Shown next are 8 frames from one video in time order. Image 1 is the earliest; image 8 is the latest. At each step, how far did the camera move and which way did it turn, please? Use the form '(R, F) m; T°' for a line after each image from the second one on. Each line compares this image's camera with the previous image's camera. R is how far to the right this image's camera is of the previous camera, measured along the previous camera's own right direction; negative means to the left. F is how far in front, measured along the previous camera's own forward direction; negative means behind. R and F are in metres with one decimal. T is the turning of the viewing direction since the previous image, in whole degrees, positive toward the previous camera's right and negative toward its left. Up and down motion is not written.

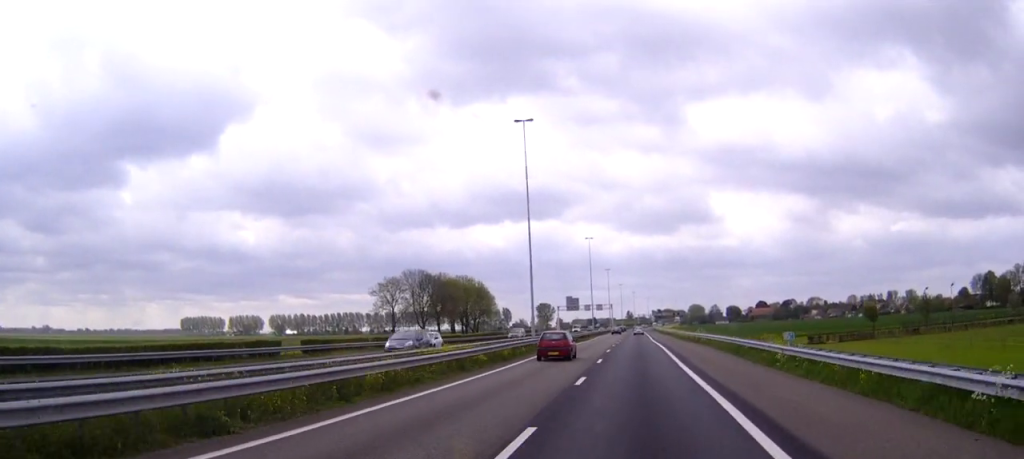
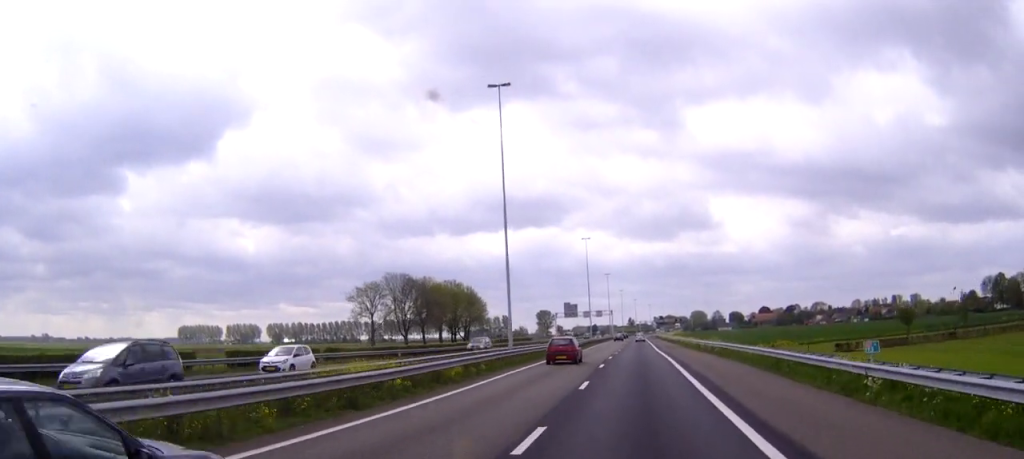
(0.0, +10.9) m; 0°
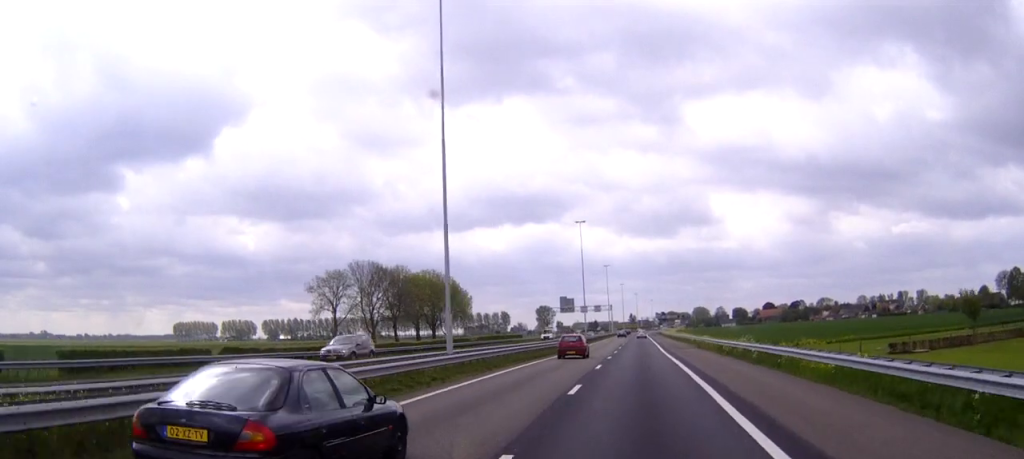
(0.0, +15.6) m; 0°
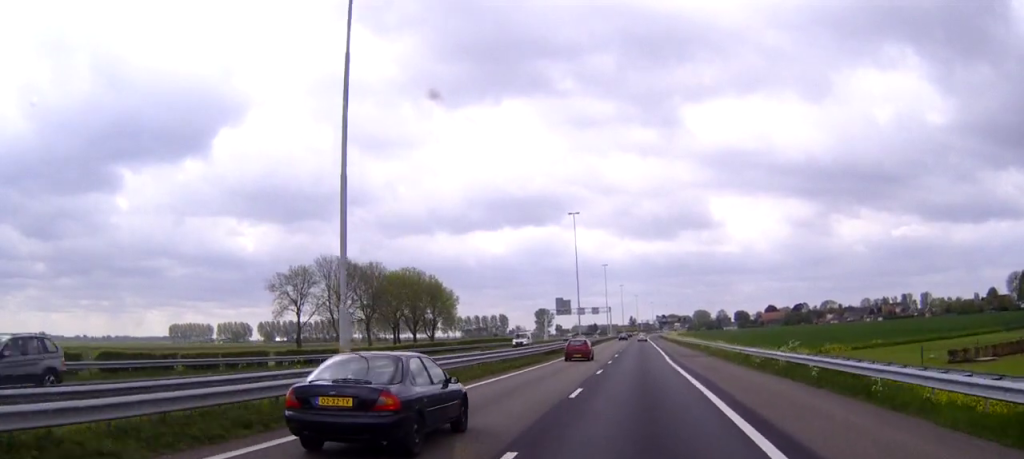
(0.0, +11.7) m; 0°
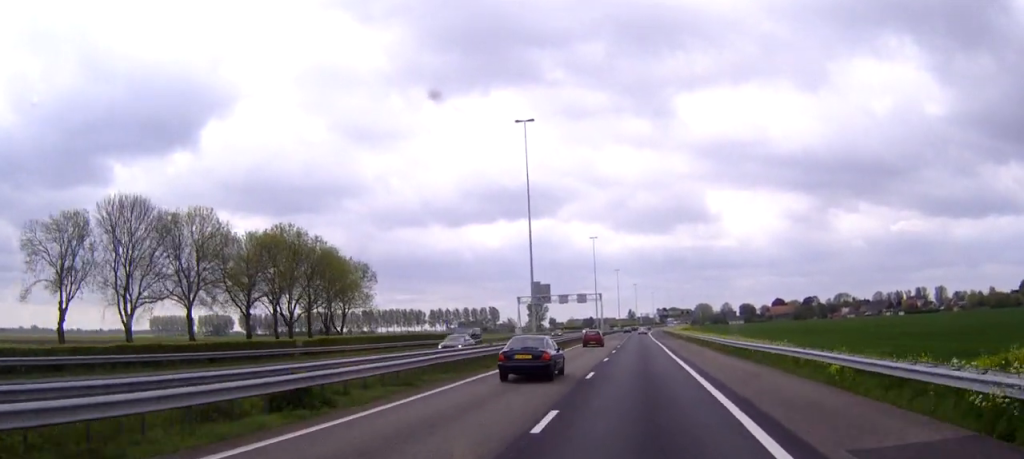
(-0.2, +43.1) m; 0°
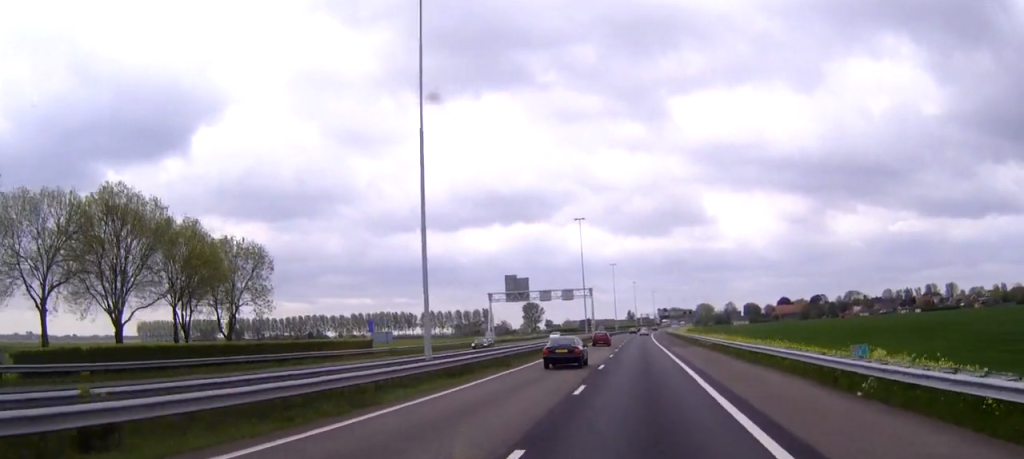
(+0.1, +28.6) m; 0°
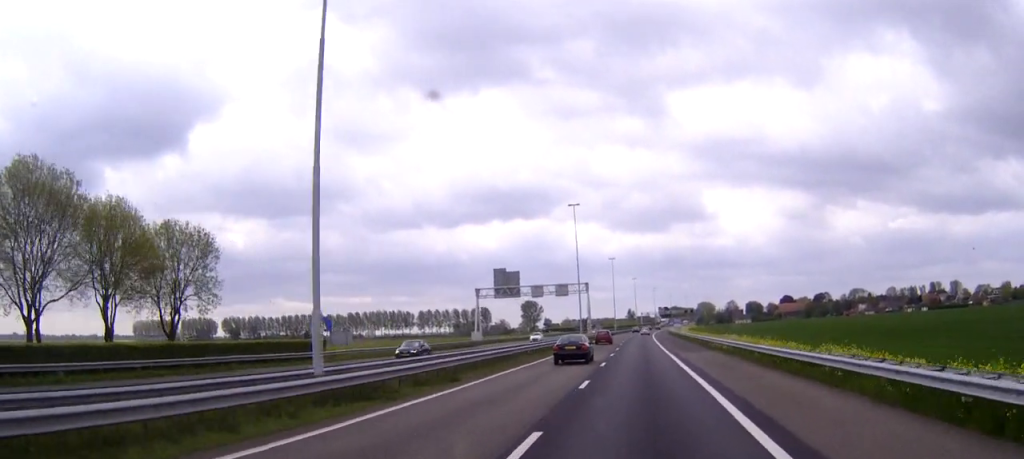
(-0.1, +10.0) m; 0°
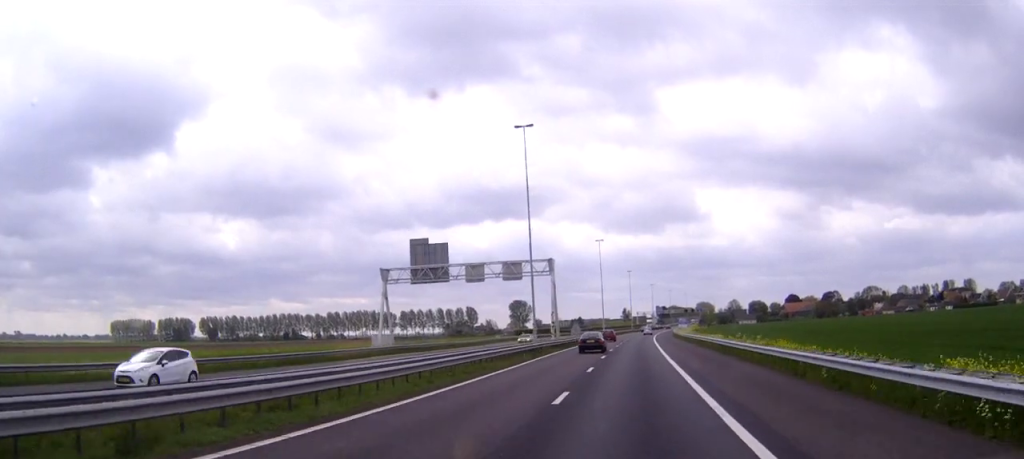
(+0.1, +40.0) m; +1°
